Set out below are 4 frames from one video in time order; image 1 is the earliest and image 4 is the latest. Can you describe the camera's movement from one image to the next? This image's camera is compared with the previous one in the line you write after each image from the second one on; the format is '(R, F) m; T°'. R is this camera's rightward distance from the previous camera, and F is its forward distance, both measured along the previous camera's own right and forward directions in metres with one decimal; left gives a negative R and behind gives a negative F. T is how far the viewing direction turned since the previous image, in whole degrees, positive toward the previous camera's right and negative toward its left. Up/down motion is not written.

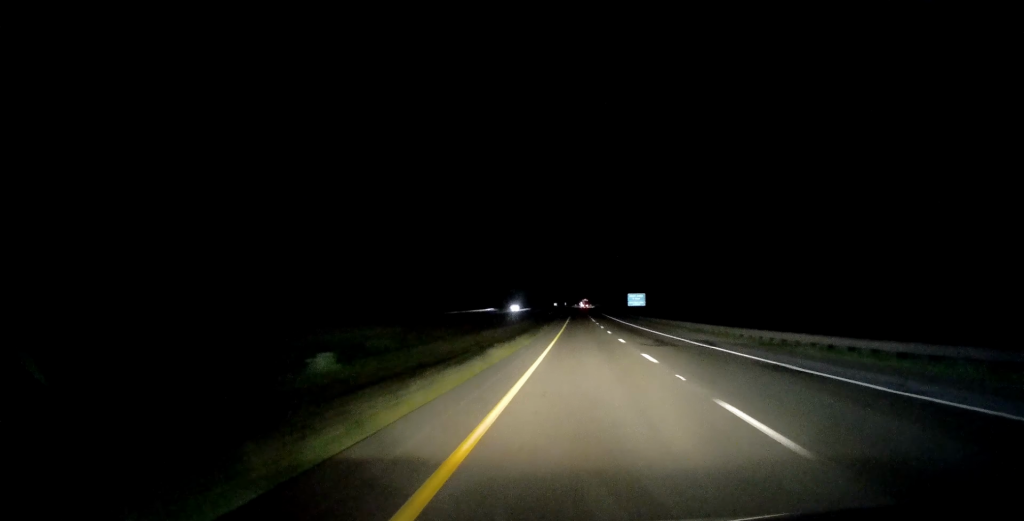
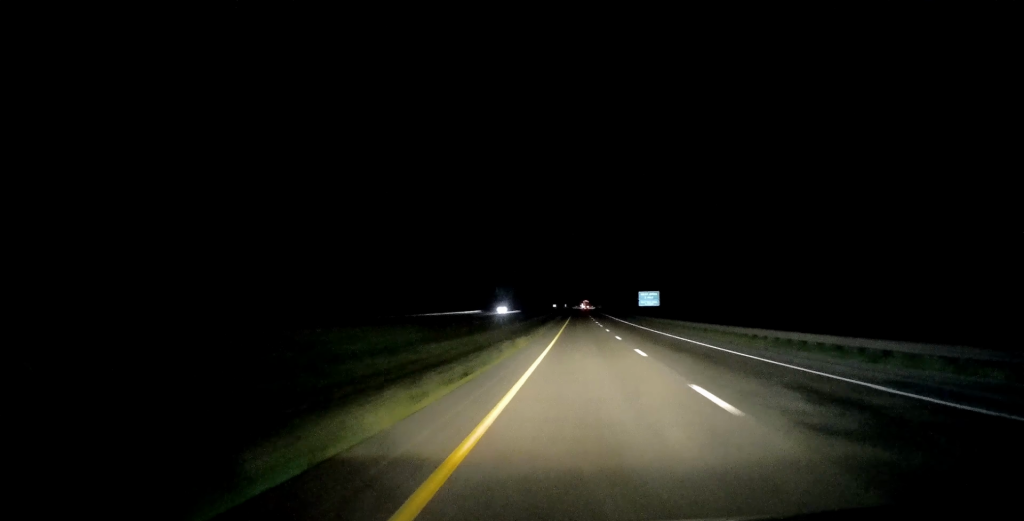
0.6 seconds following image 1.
(-0.1, +22.0) m; 0°
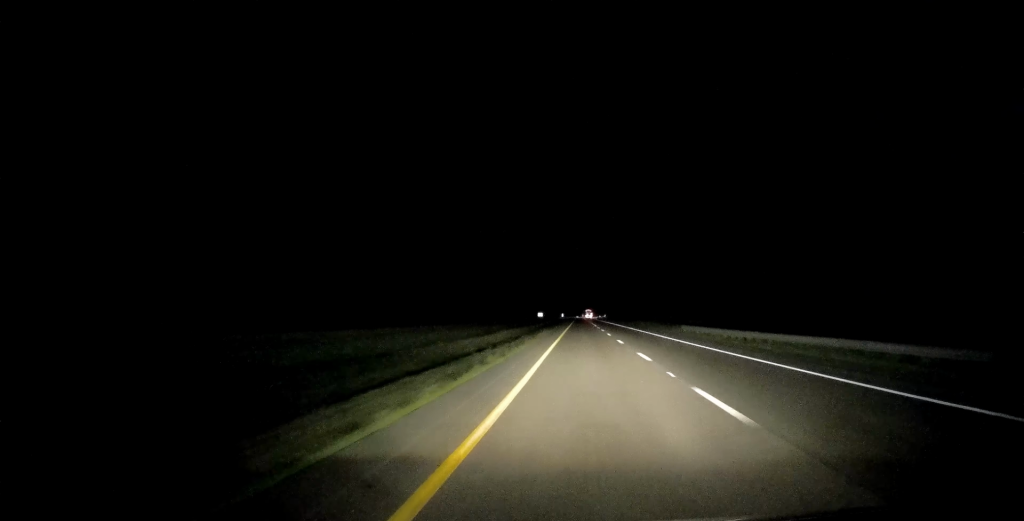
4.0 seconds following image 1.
(+1.1, +121.7) m; 0°
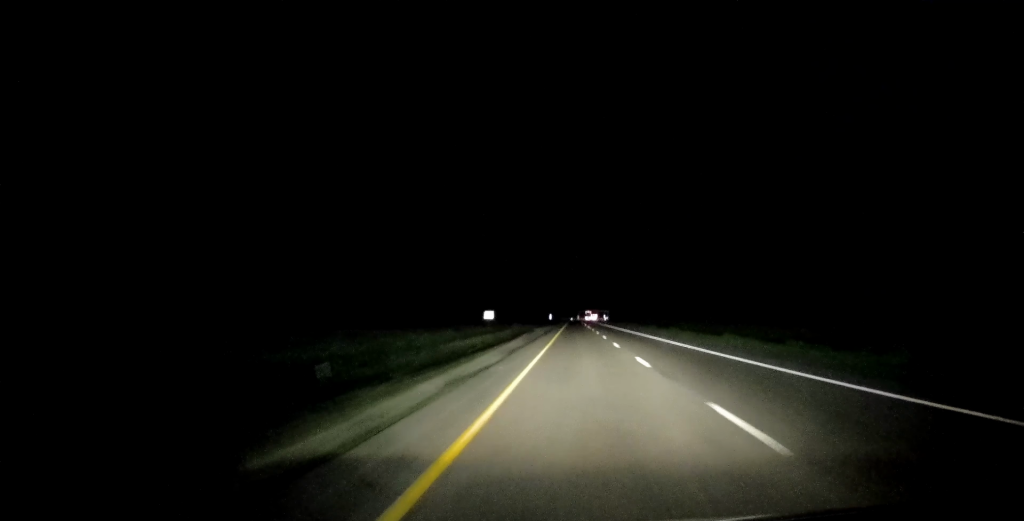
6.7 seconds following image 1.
(+1.9, +98.1) m; +1°
